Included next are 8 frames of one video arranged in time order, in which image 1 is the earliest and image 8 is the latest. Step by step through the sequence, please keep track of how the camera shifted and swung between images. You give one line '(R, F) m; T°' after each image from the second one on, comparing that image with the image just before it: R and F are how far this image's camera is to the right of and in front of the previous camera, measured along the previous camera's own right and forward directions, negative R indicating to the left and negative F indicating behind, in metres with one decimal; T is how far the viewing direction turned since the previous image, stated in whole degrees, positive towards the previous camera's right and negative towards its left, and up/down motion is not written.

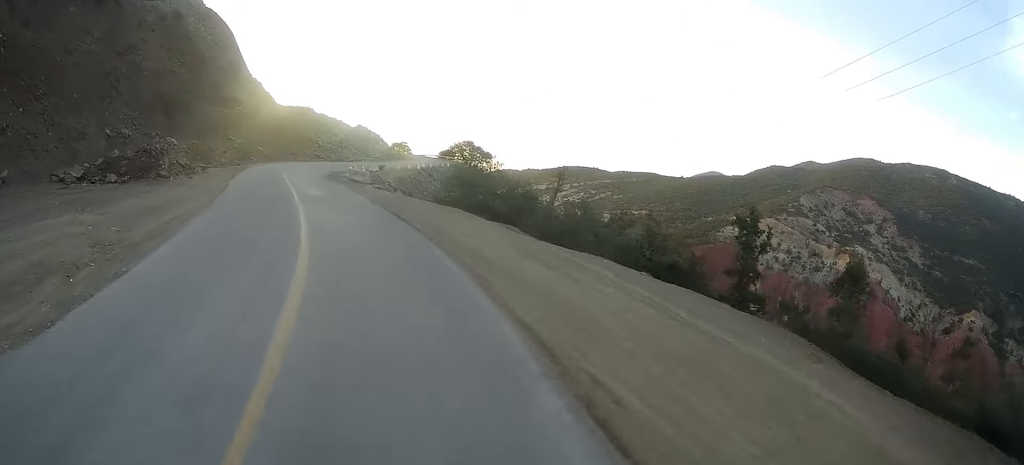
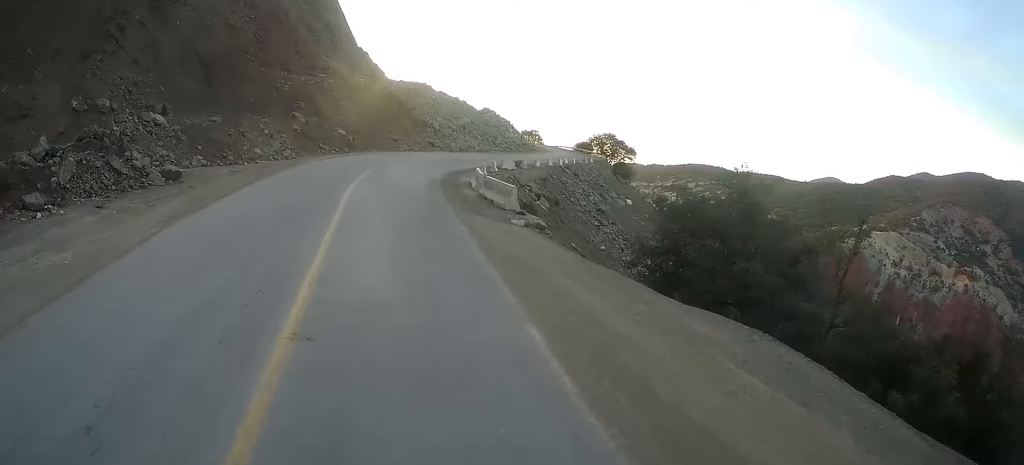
(-1.5, +18.6) m; -6°
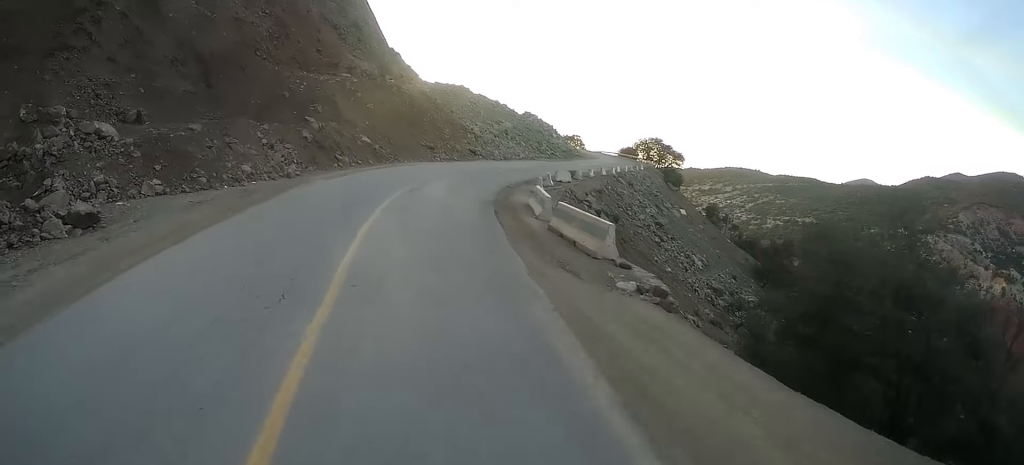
(0.0, +6.9) m; -1°
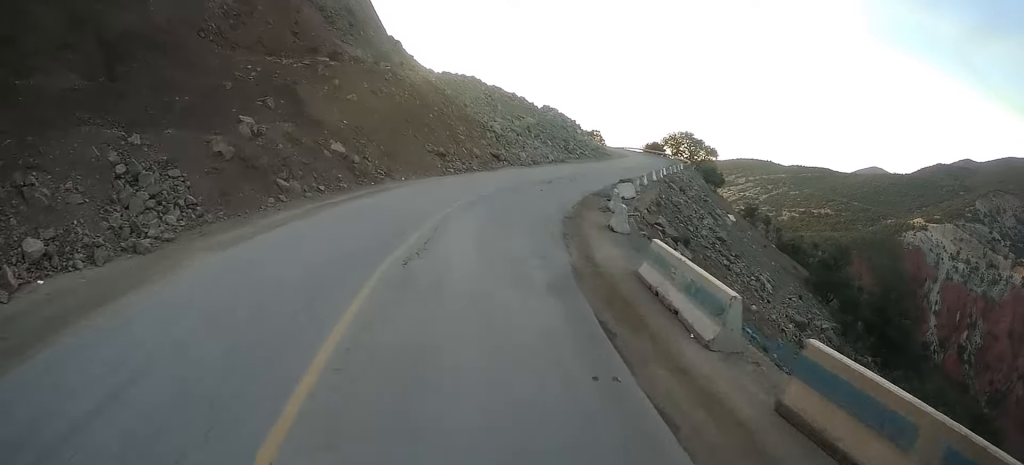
(-0.1, +12.1) m; +1°
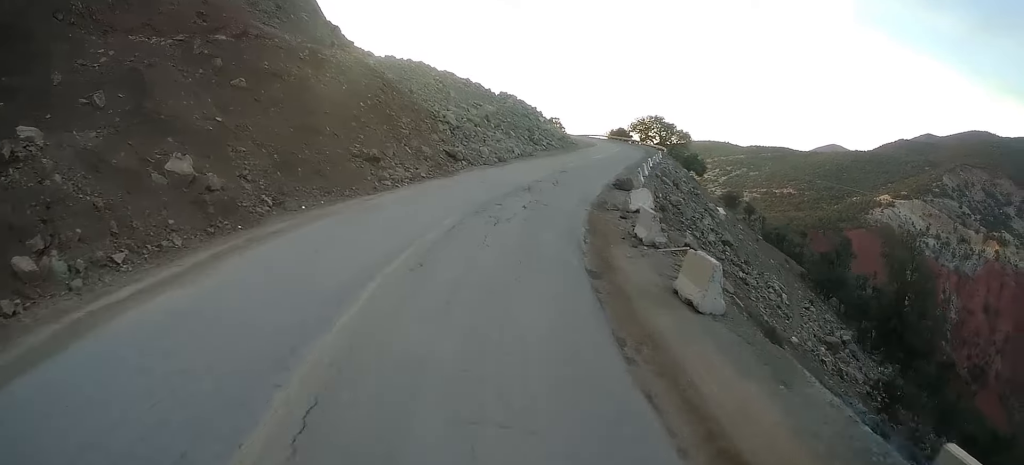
(+0.1, +9.2) m; +4°
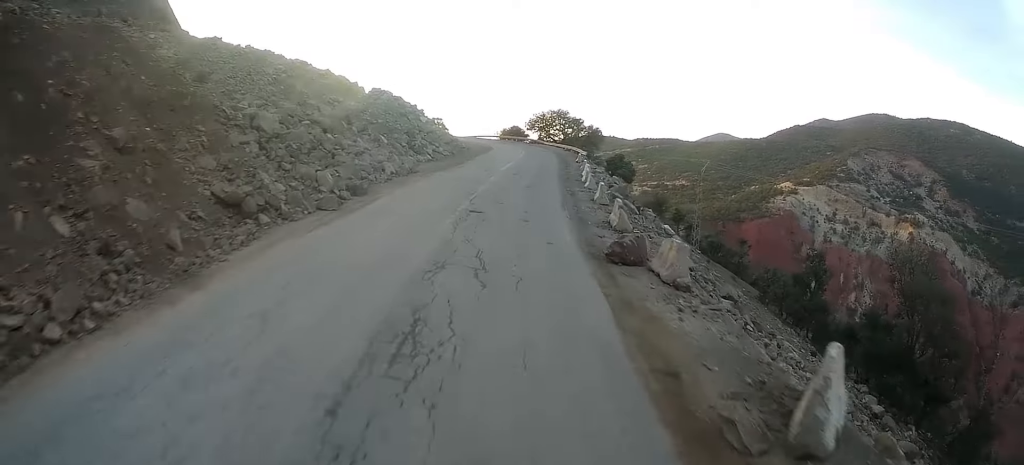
(+1.7, +16.1) m; +10°
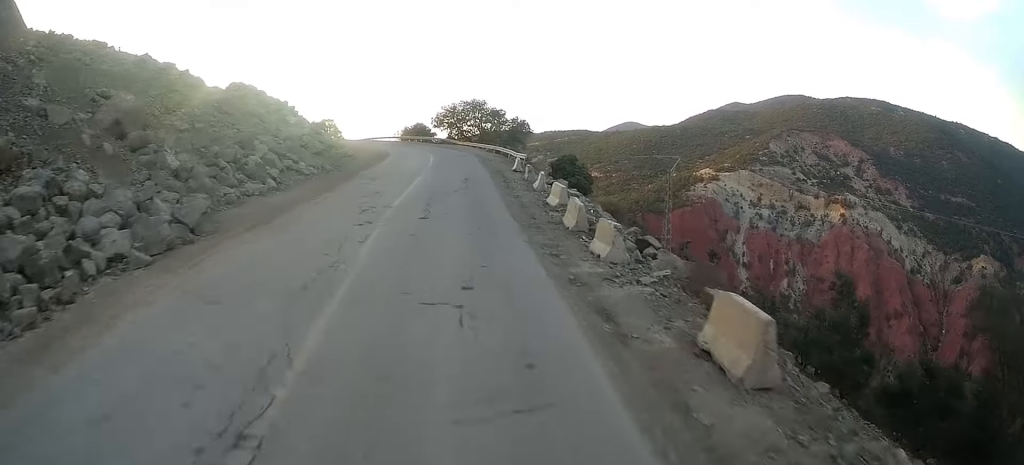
(+1.2, +18.0) m; +6°
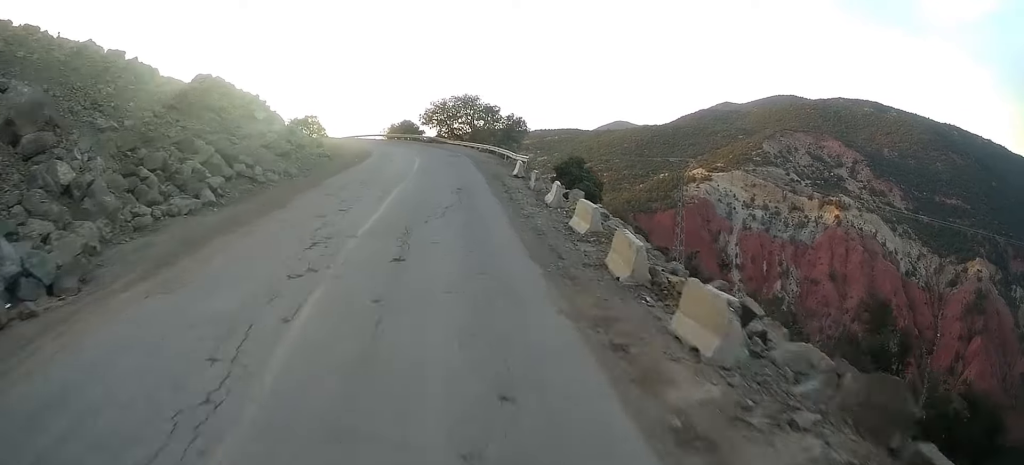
(+0.1, +5.6) m; +1°
